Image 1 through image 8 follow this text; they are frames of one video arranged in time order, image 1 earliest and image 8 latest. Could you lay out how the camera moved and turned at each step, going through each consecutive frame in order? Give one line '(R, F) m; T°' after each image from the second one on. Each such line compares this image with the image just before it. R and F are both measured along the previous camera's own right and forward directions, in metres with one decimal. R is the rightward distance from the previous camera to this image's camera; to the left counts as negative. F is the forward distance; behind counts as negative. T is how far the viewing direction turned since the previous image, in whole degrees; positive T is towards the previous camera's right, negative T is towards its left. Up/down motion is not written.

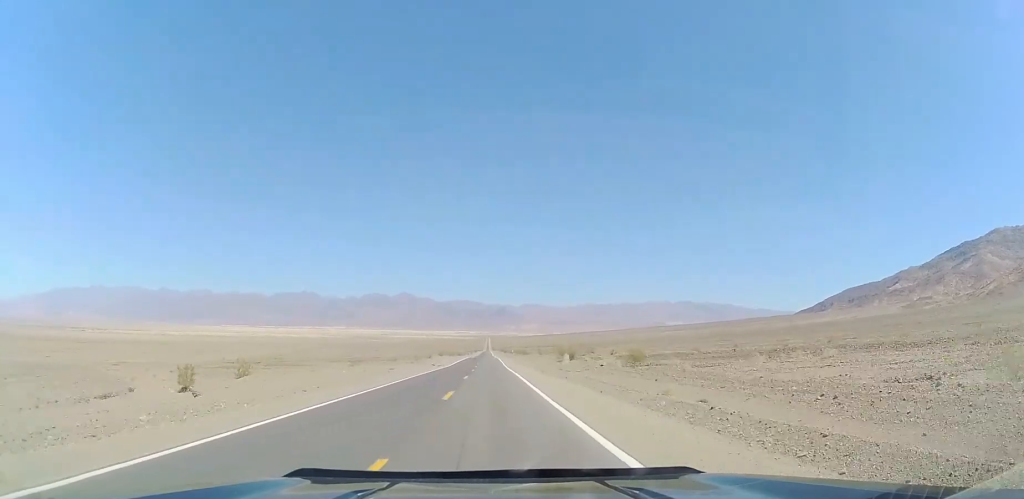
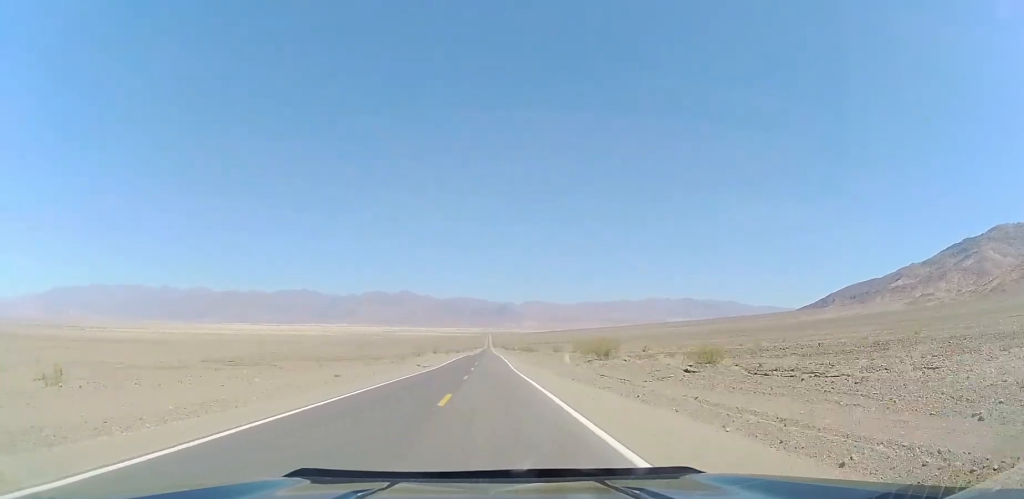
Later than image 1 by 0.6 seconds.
(-0.1, +17.6) m; 0°
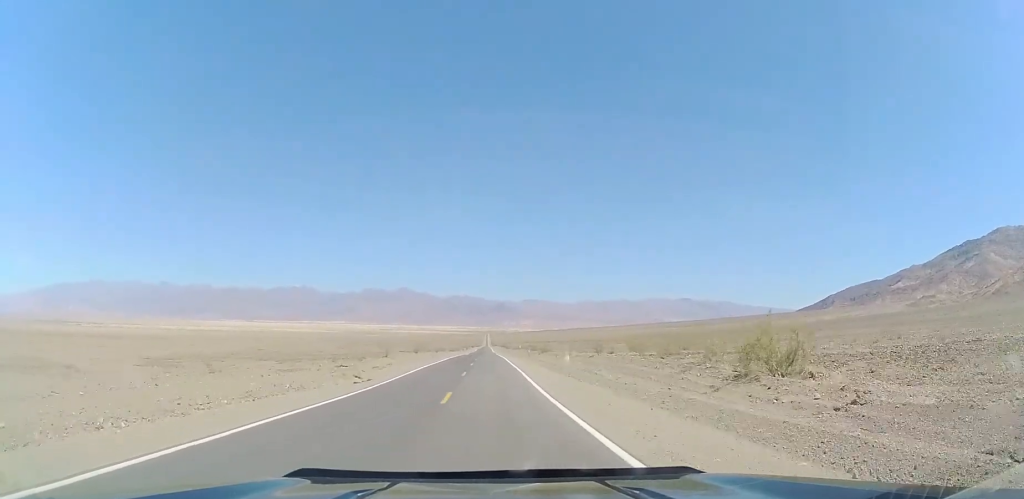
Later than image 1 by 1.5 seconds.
(-0.4, +27.9) m; 0°
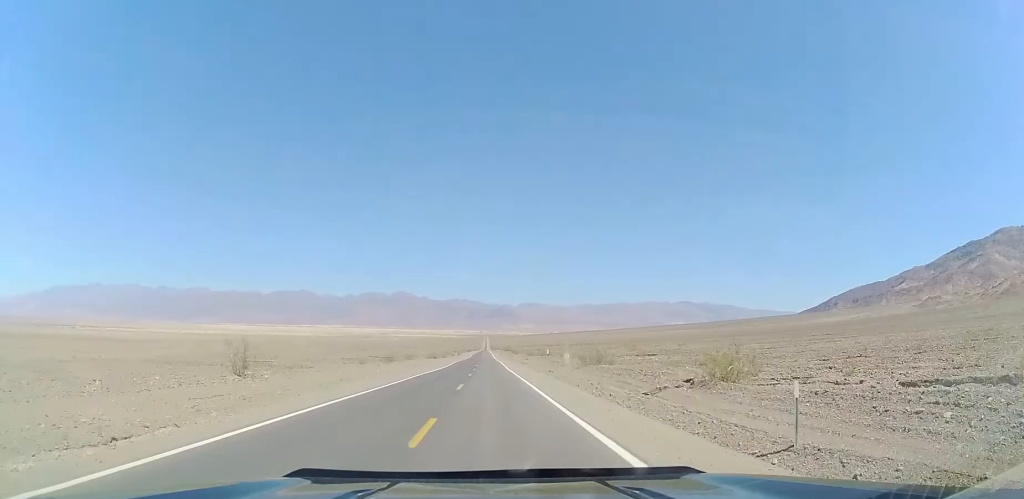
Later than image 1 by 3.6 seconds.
(+0.8, +65.4) m; 0°
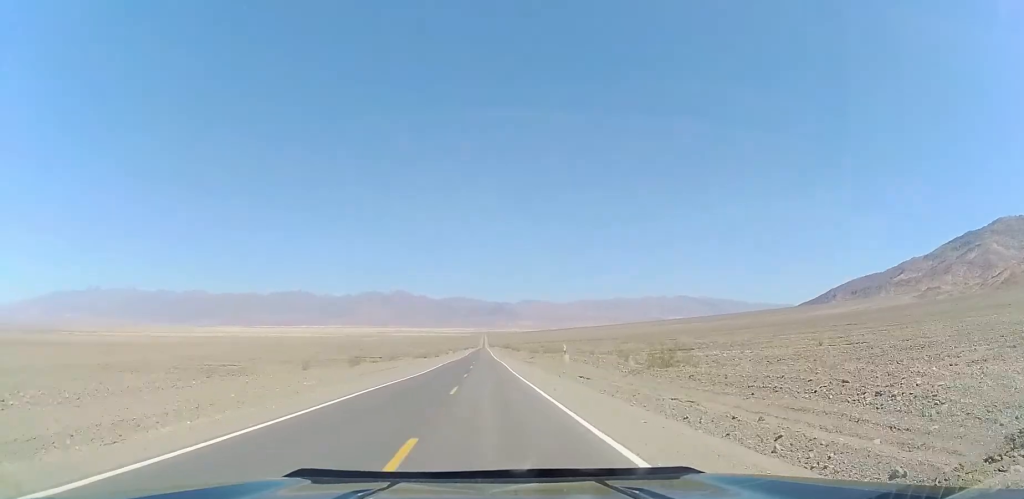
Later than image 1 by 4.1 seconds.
(-0.4, +17.8) m; 0°
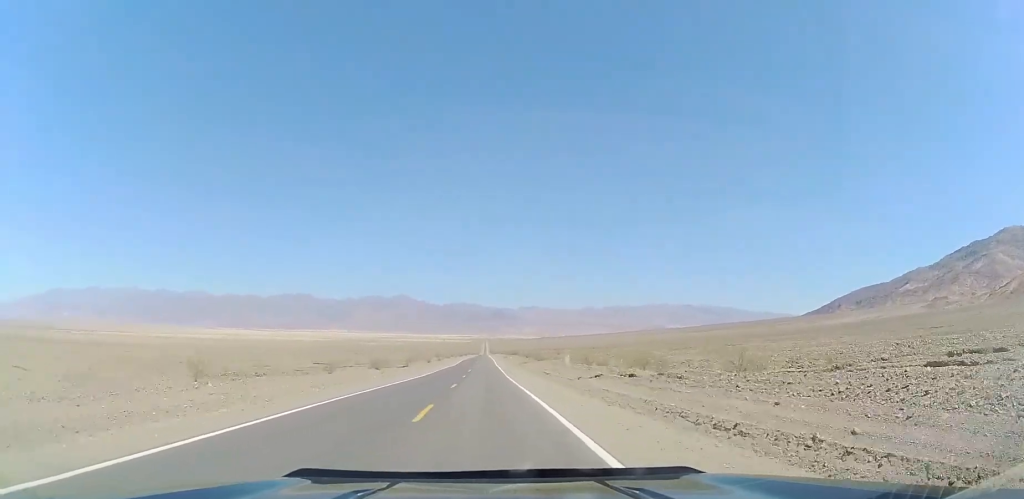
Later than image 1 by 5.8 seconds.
(+1.0, +51.4) m; +1°
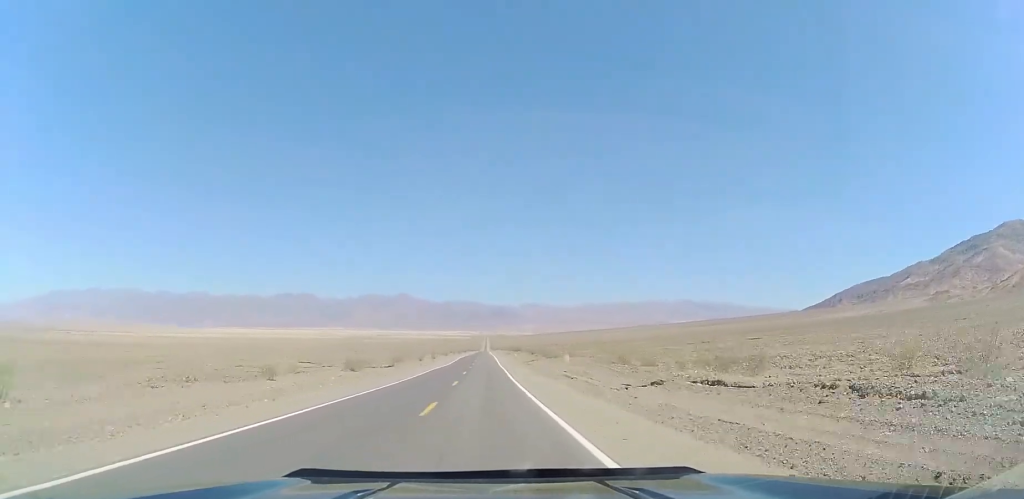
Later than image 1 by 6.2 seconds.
(0.0, +12.6) m; 0°
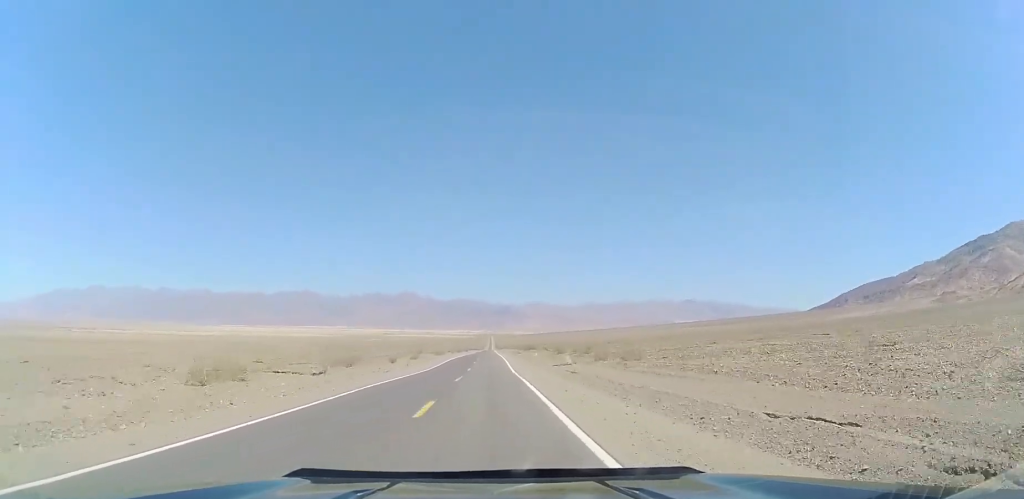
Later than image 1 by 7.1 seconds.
(-0.1, +30.5) m; -1°
